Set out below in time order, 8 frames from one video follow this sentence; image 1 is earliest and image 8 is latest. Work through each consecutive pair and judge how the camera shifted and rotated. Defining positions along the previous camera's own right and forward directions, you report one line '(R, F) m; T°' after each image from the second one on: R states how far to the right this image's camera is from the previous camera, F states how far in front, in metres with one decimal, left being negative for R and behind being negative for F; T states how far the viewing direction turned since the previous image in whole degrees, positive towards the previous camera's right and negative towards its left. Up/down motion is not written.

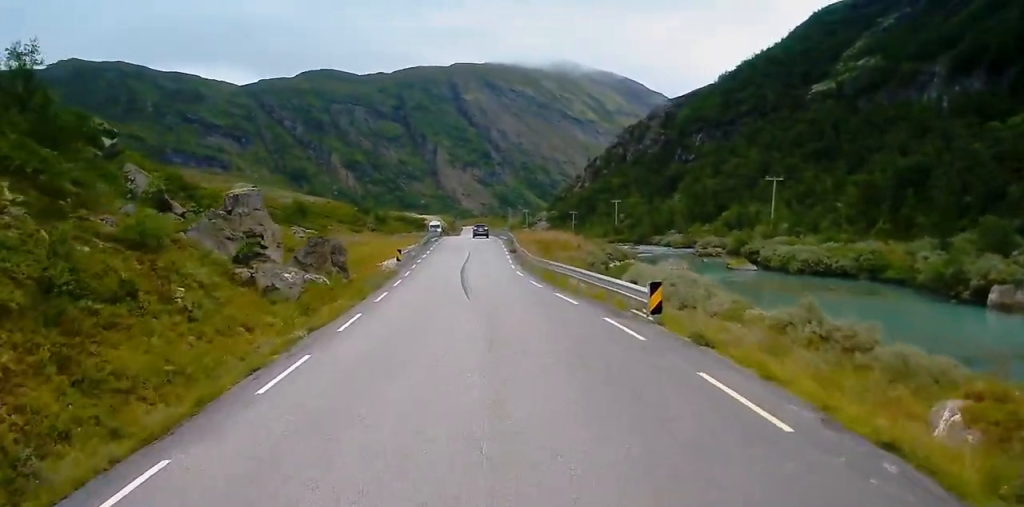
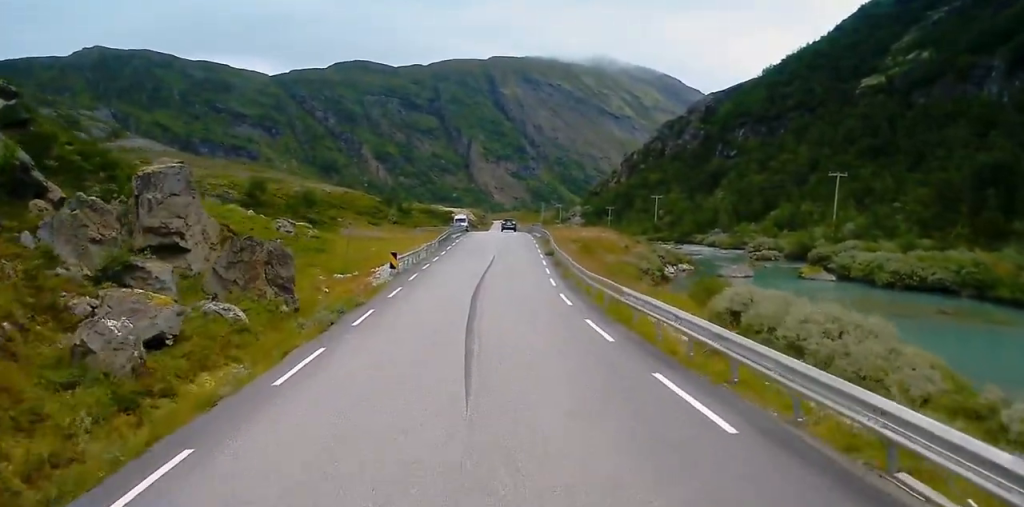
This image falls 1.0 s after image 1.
(-0.2, +12.0) m; -2°
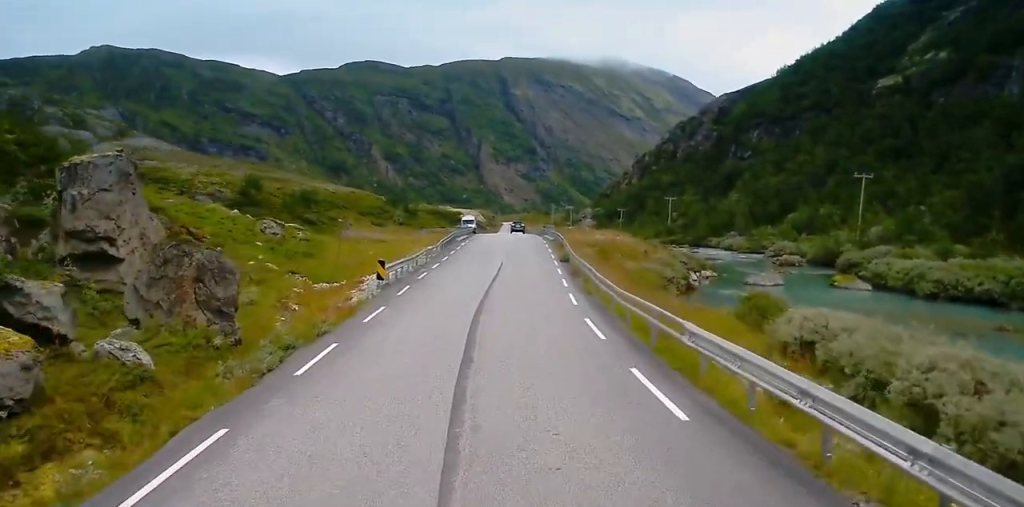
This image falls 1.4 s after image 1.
(0.0, +5.2) m; 0°
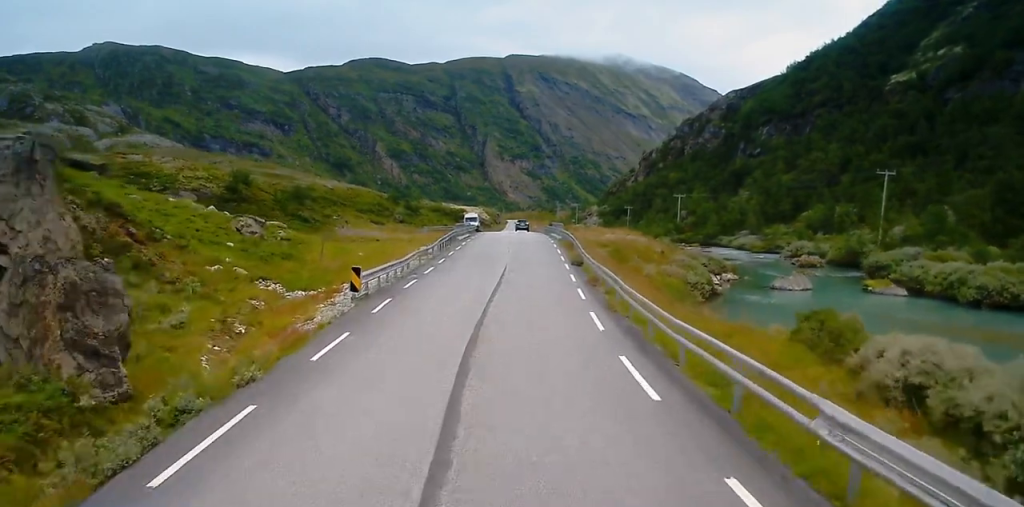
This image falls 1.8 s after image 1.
(0.0, +5.1) m; 0°
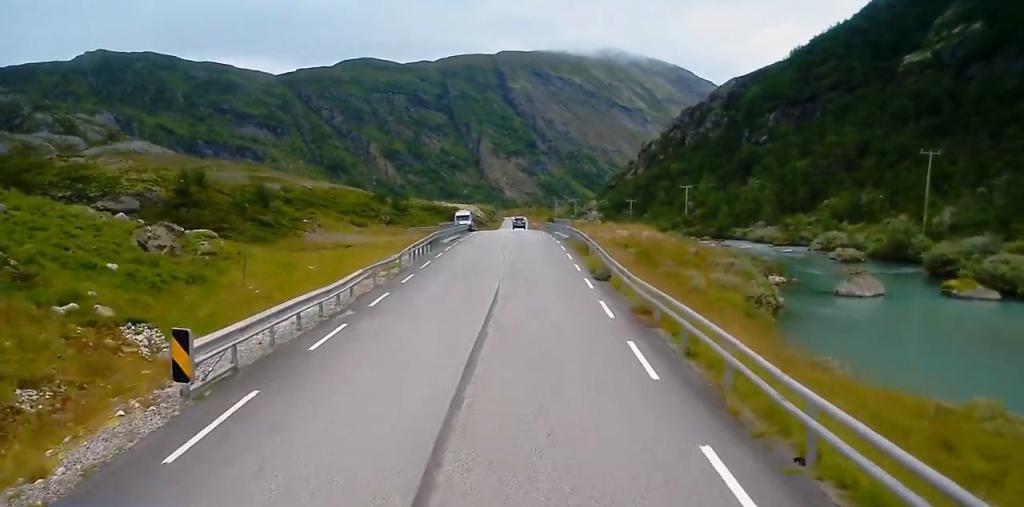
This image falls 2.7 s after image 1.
(-0.1, +11.4) m; -1°
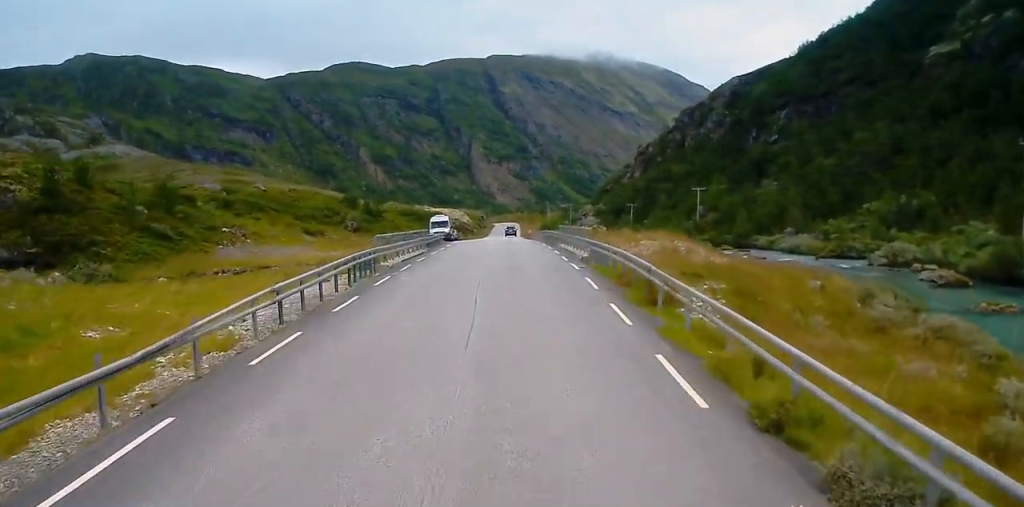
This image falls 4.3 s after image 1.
(+0.2, +19.7) m; +1°
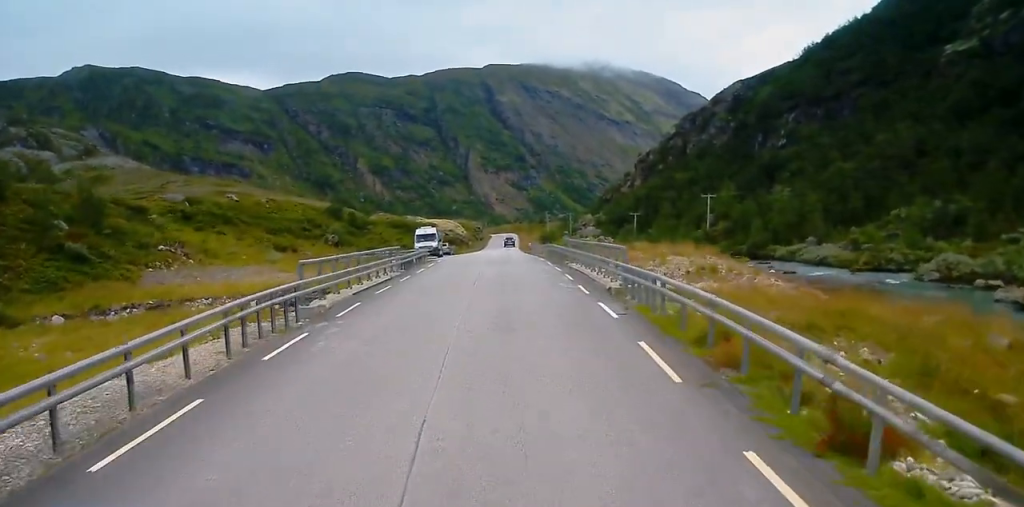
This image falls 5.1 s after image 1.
(0.0, +10.4) m; -1°
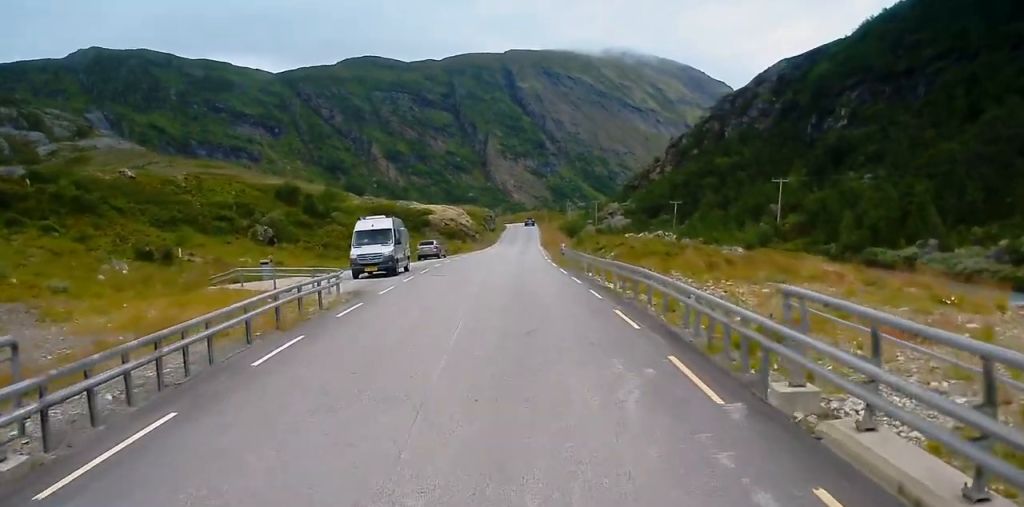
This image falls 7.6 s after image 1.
(-0.2, +30.8) m; 0°
